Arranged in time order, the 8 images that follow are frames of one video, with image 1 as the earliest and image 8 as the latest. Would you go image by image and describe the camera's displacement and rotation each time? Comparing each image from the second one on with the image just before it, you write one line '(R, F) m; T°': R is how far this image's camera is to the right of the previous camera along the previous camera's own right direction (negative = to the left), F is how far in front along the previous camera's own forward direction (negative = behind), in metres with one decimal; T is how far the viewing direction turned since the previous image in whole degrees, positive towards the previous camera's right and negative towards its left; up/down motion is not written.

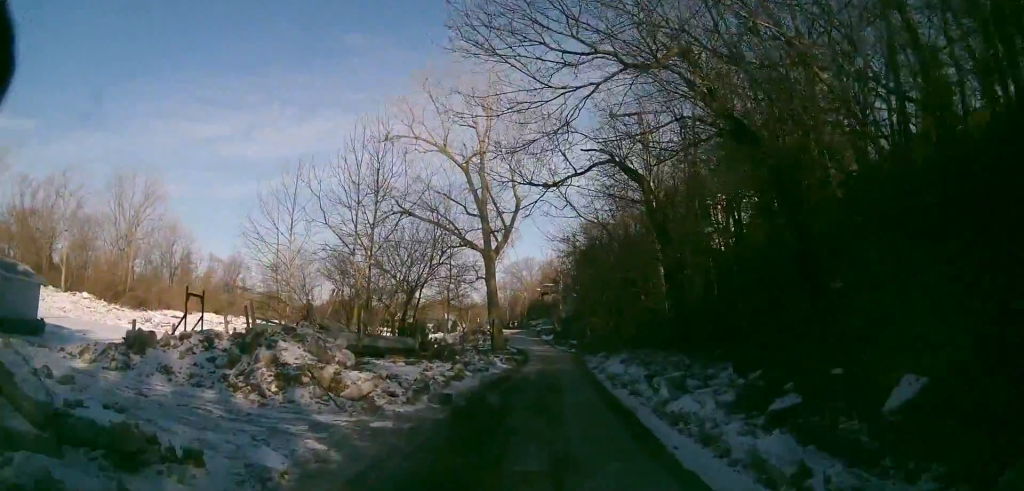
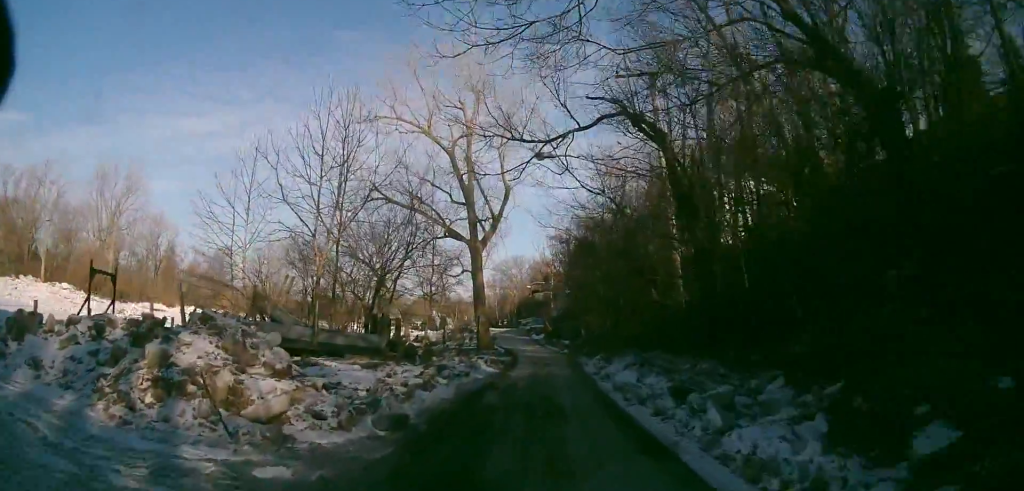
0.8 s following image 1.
(0.0, +4.5) m; +4°
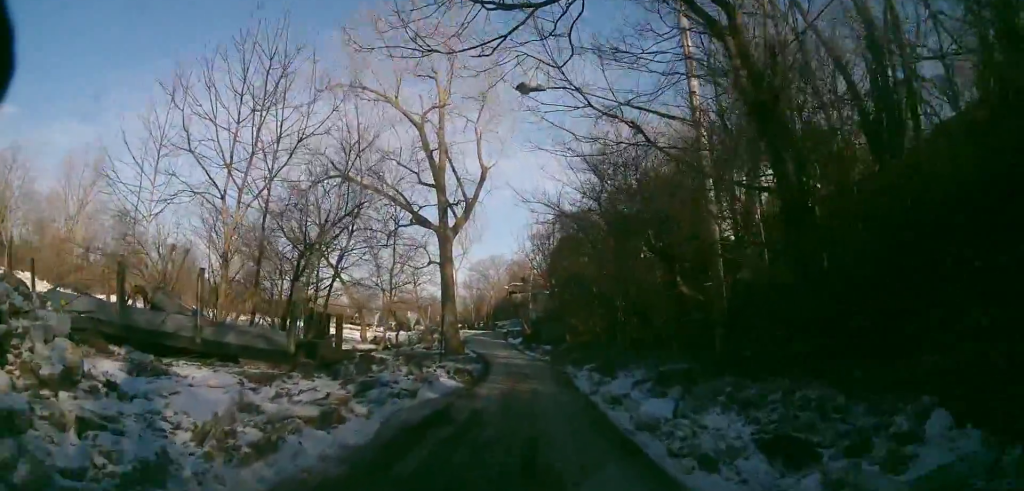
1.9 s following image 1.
(+0.5, +6.8) m; +2°
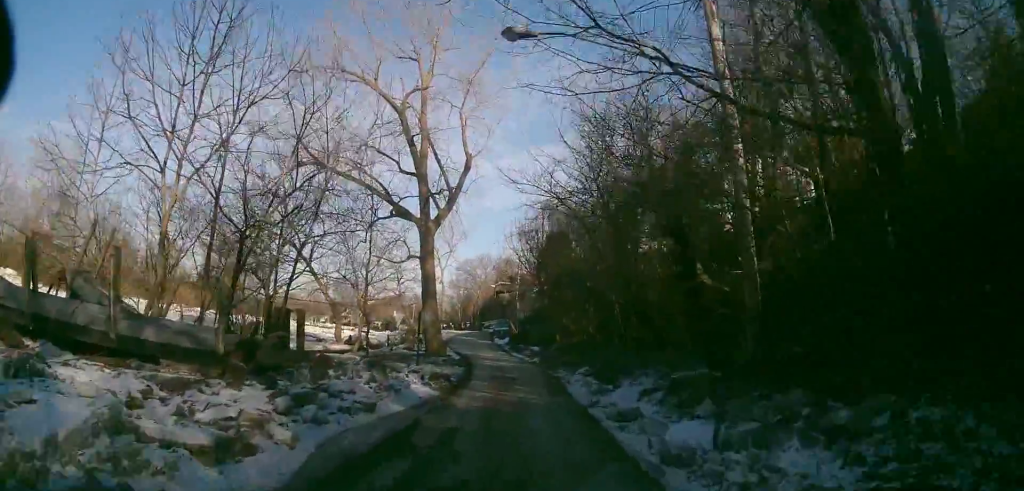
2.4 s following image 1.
(-0.1, +3.1) m; -1°
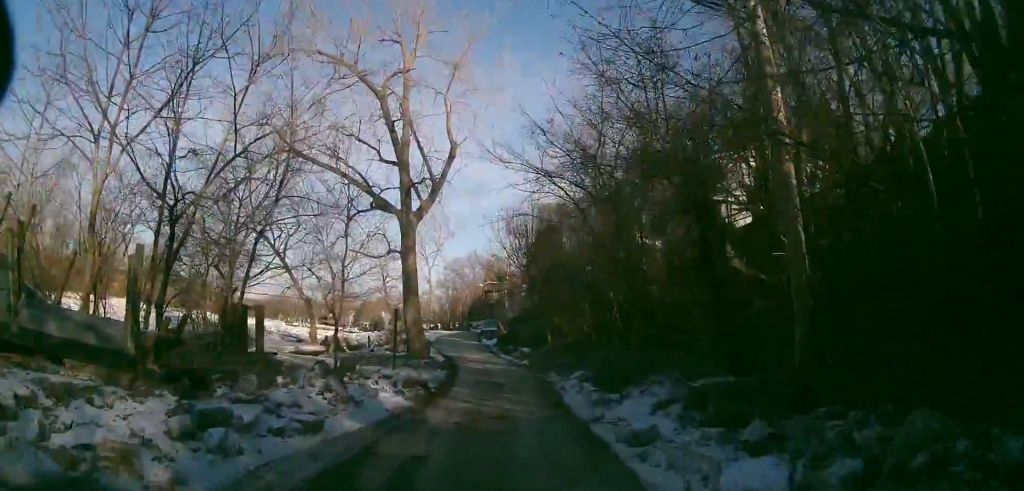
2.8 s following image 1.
(0.0, +2.7) m; -1°
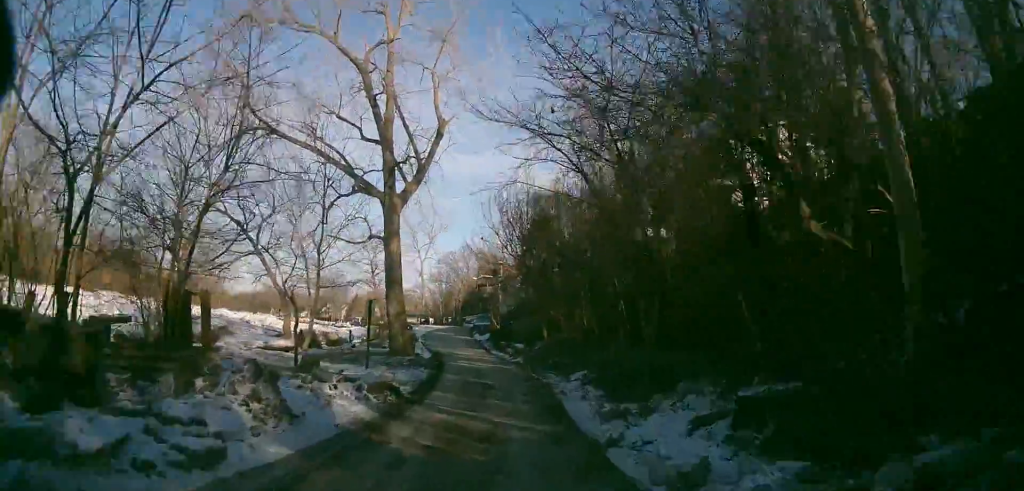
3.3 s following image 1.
(0.0, +3.2) m; 0°
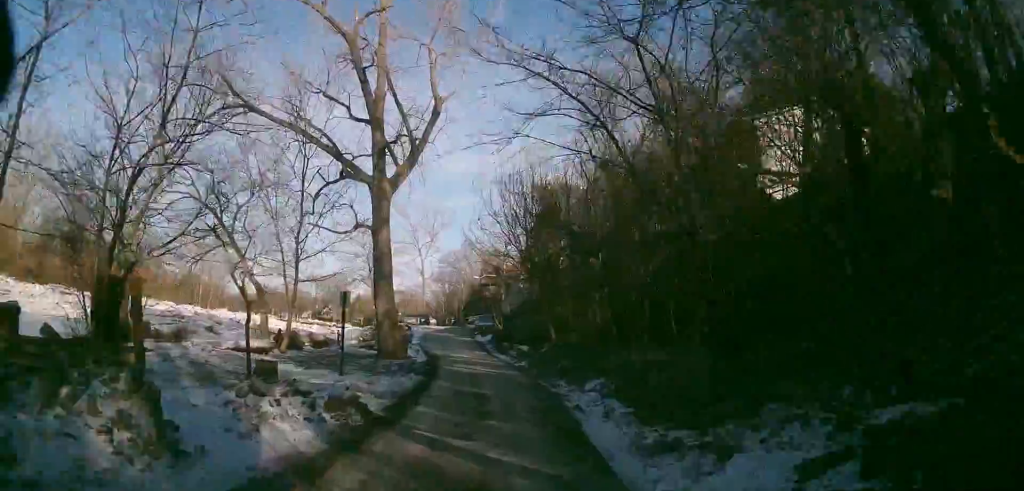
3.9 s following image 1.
(0.0, +3.1) m; 0°
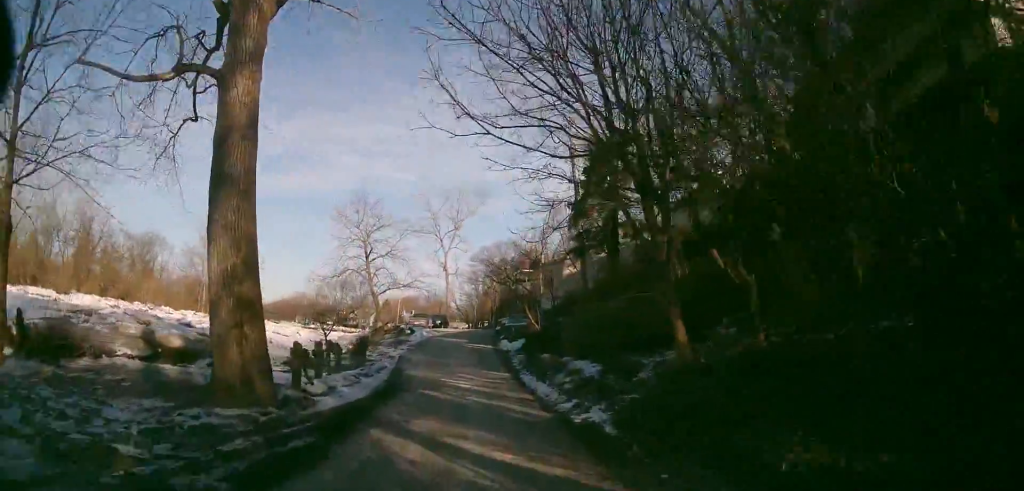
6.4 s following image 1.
(+1.0, +12.1) m; +6°
